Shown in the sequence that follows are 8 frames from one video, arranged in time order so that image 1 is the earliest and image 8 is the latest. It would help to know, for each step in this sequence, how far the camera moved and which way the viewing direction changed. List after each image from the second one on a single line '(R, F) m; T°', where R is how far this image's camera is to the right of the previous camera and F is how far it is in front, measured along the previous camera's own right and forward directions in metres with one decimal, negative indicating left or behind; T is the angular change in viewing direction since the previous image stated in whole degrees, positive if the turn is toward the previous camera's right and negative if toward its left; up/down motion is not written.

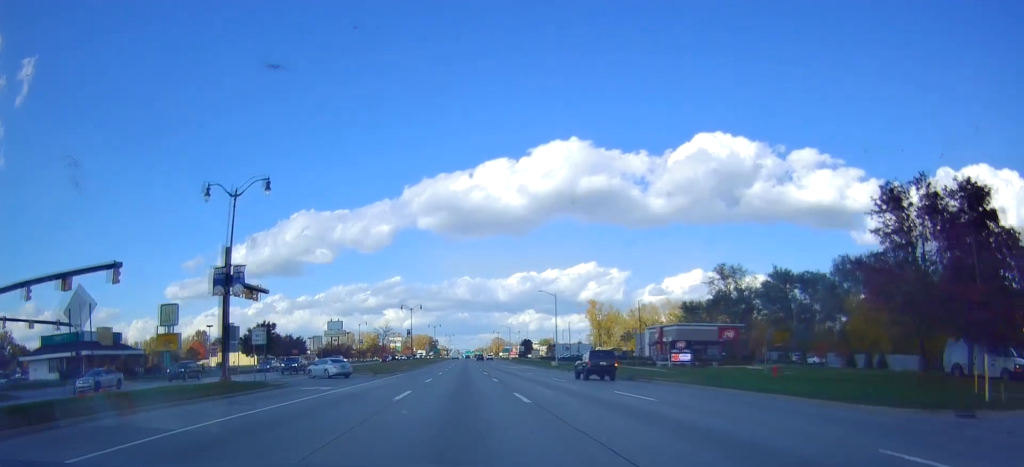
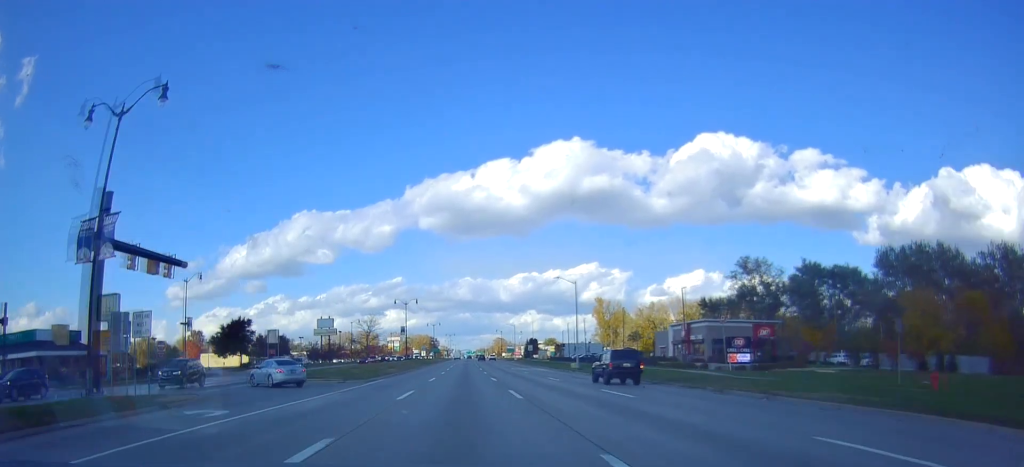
(-0.5, +13.0) m; 0°
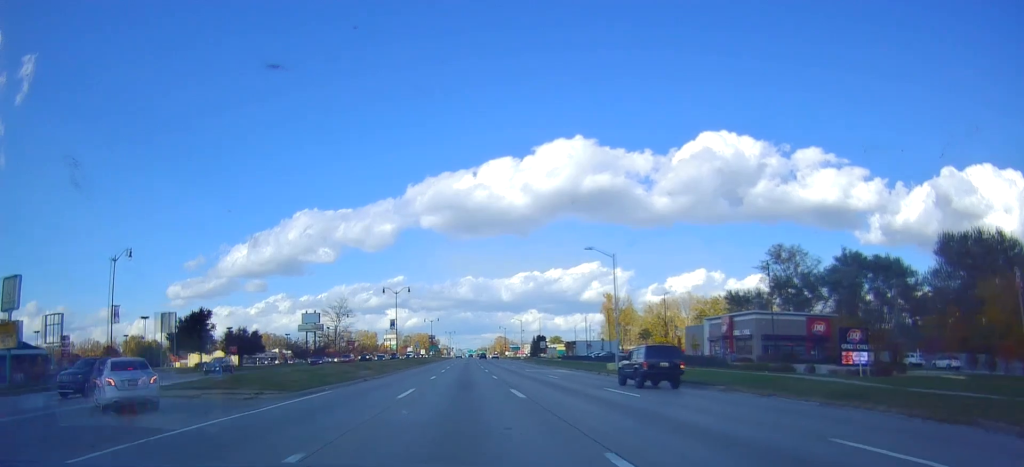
(+0.5, +15.5) m; +2°
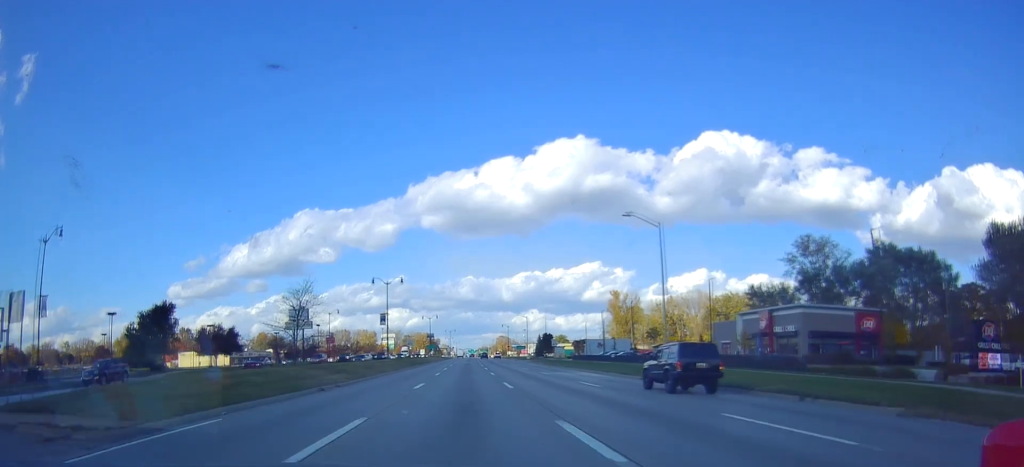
(+0.1, +11.0) m; 0°
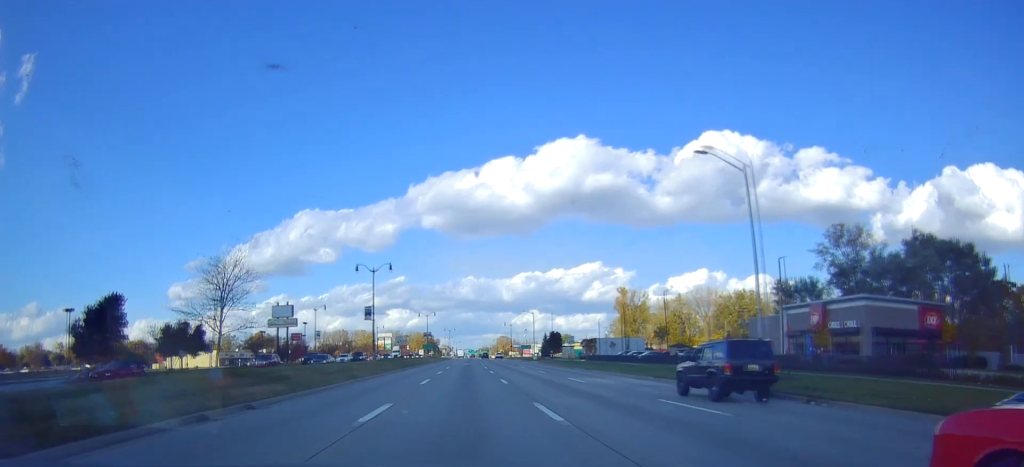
(+0.1, +11.6) m; -1°
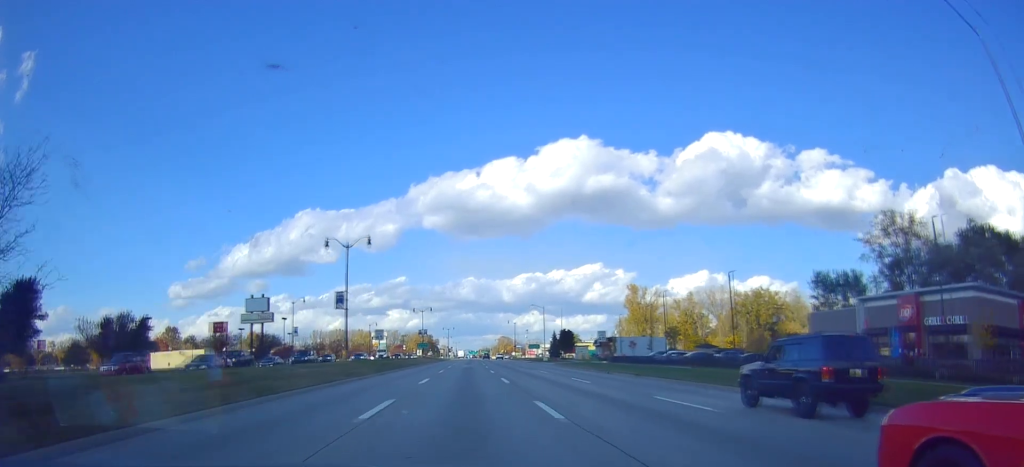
(-0.2, +14.9) m; 0°
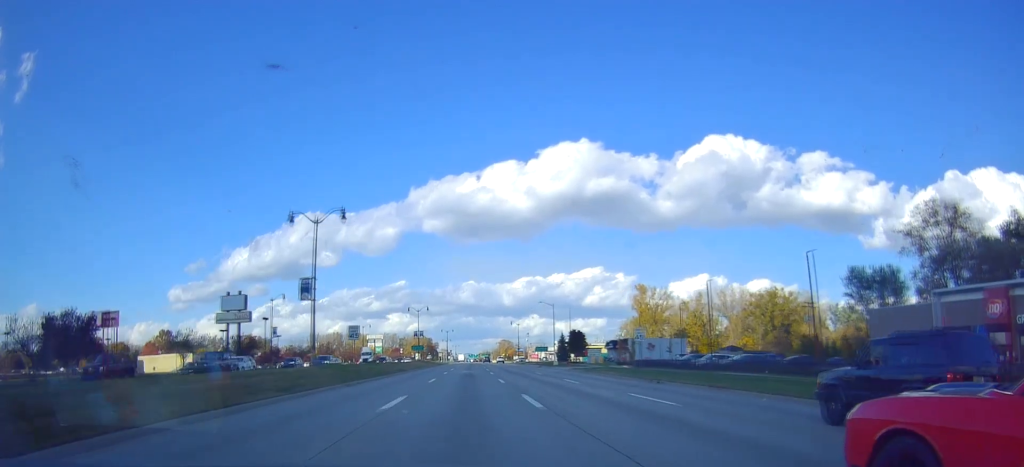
(-0.1, +11.0) m; 0°
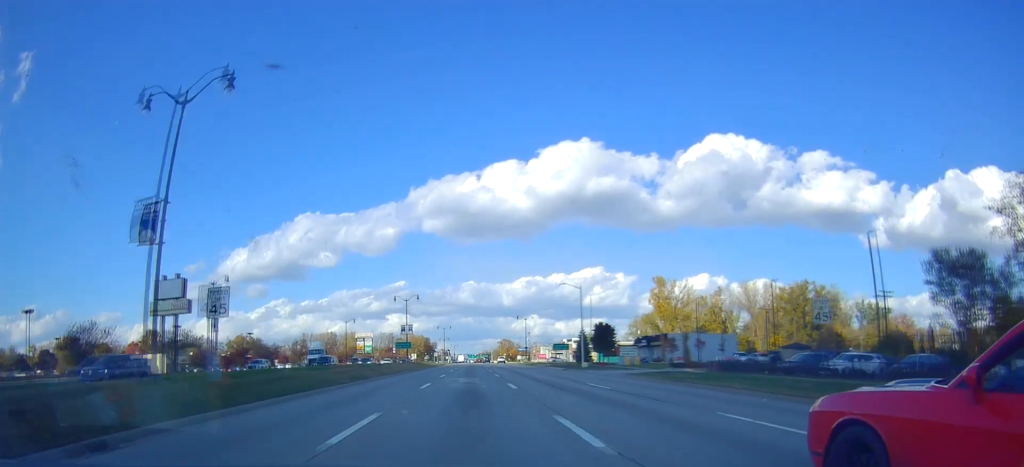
(0.0, +21.3) m; -1°
